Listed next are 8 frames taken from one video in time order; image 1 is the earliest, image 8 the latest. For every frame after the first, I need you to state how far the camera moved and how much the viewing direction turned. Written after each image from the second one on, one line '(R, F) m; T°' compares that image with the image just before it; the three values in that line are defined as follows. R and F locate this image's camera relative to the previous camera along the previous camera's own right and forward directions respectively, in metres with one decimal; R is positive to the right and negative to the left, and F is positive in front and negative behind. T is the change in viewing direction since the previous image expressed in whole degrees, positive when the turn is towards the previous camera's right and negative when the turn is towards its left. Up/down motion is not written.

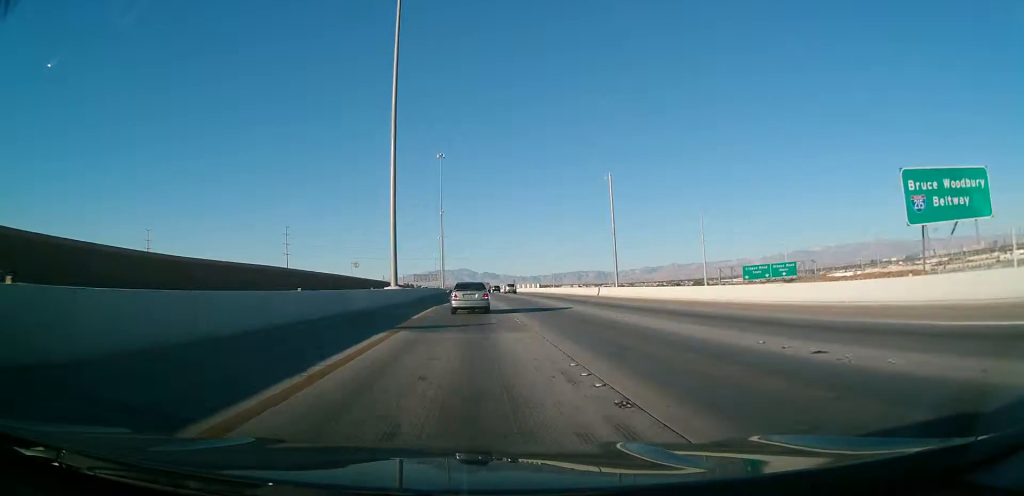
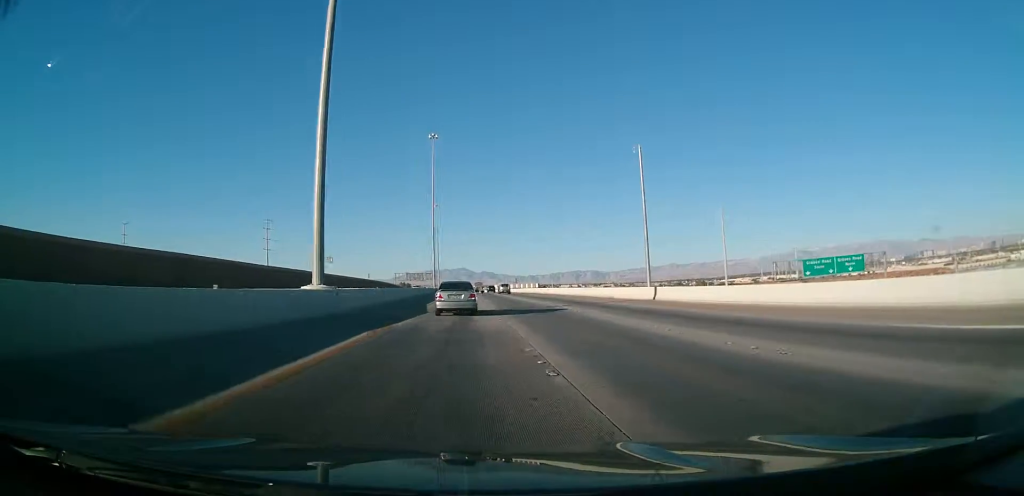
(-0.2, +22.4) m; 0°
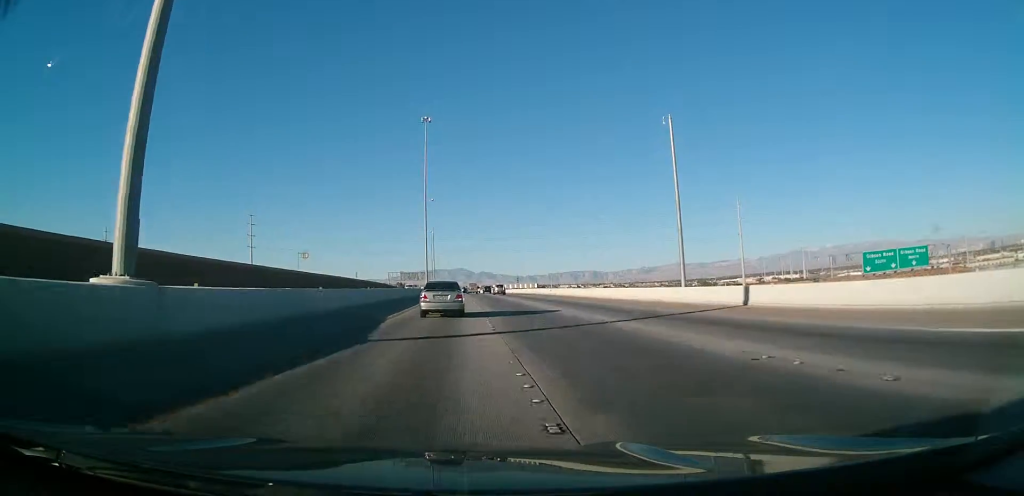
(-0.1, +15.7) m; 0°
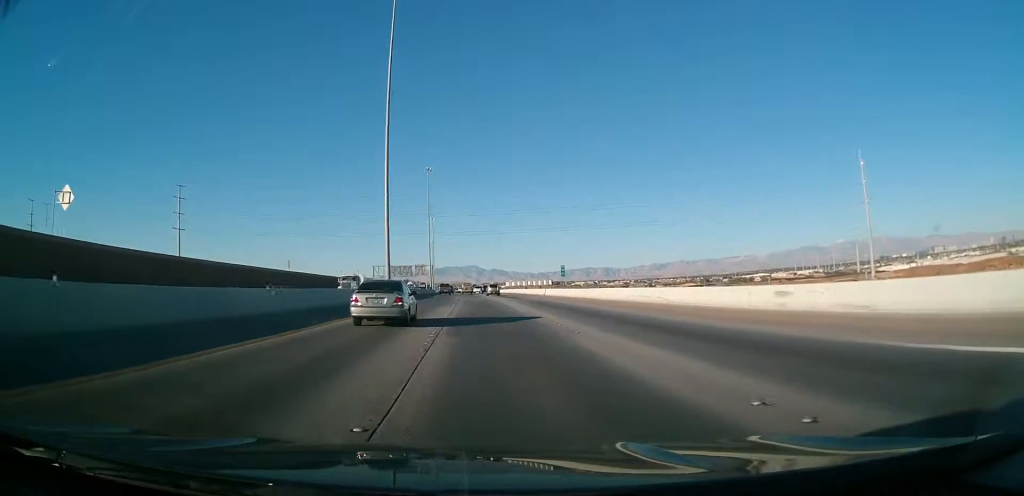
(-0.1, +64.8) m; -1°
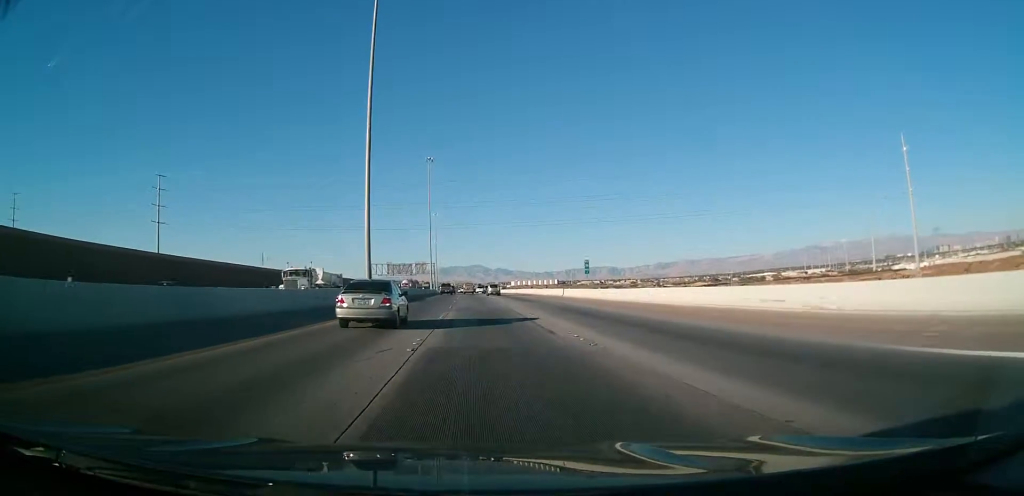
(-0.2, +14.5) m; 0°
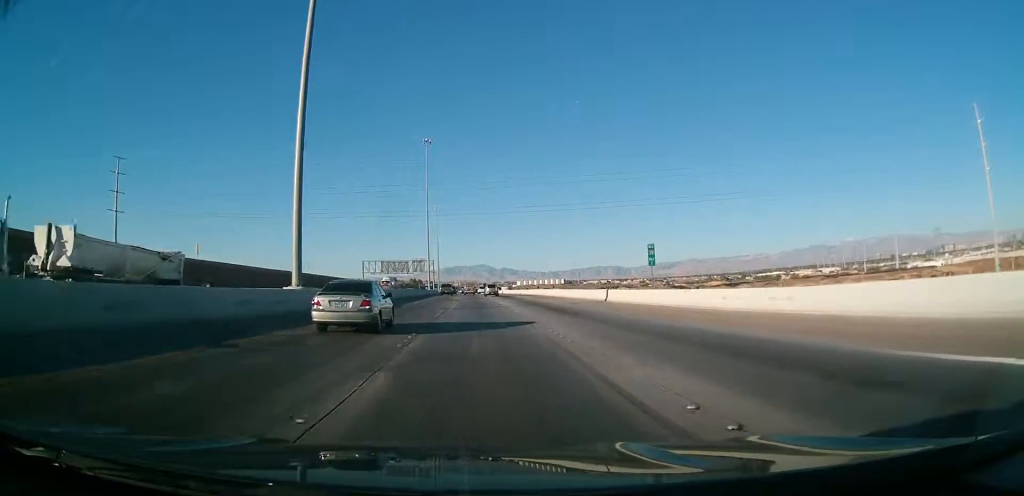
(-0.2, +22.4) m; 0°
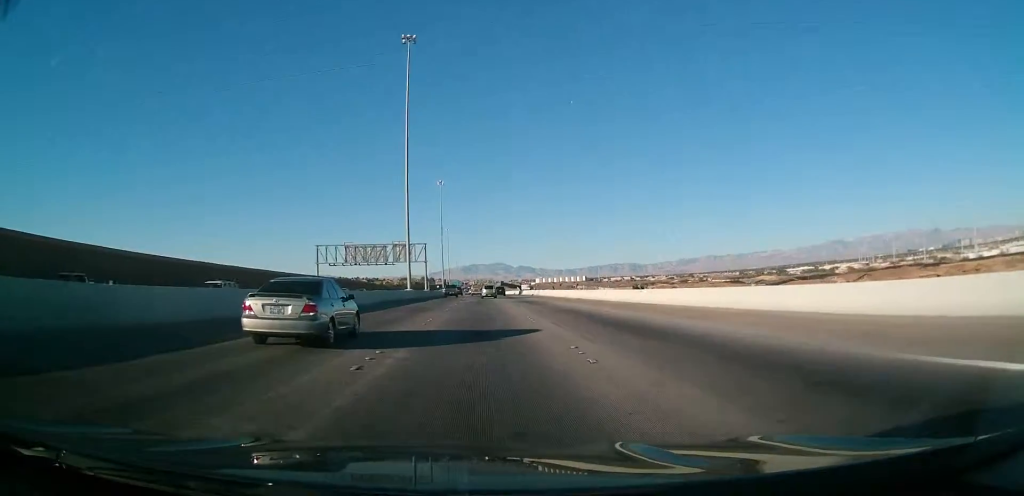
(+0.8, +67.2) m; -1°
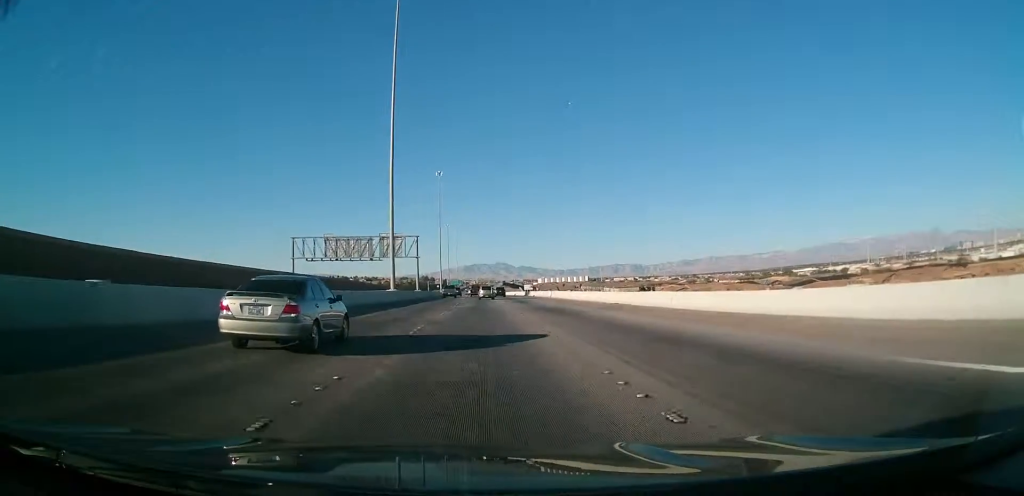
(-0.5, +16.7) m; -1°
